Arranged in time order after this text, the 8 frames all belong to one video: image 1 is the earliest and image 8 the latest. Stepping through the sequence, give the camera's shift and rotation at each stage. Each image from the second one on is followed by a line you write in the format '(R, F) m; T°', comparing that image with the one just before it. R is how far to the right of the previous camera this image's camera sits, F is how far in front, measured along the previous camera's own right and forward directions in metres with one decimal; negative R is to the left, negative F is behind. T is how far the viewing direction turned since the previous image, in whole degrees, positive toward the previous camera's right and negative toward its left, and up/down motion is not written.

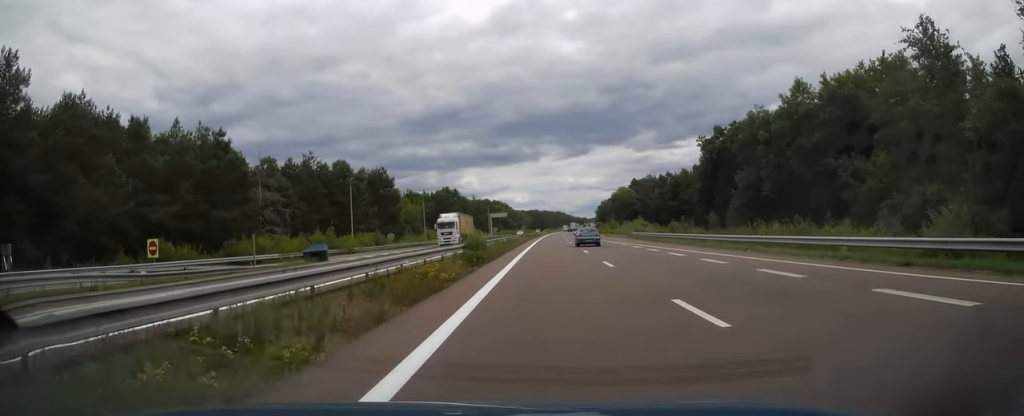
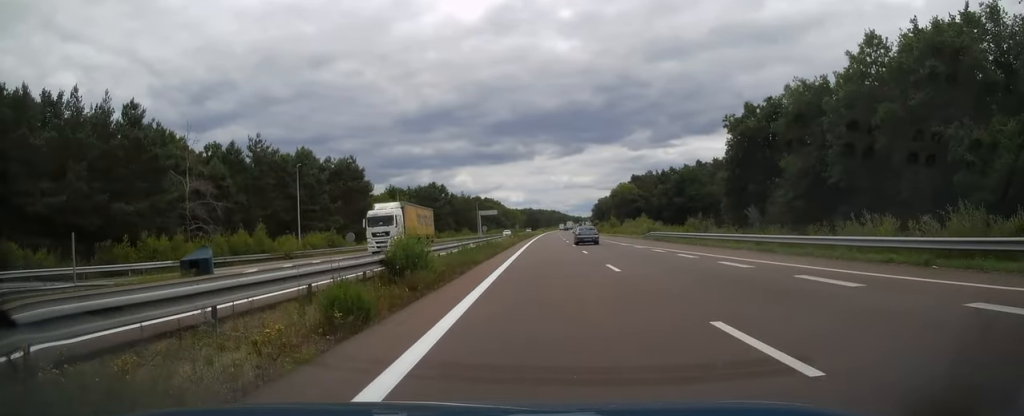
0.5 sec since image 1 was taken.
(-0.3, +15.8) m; 0°
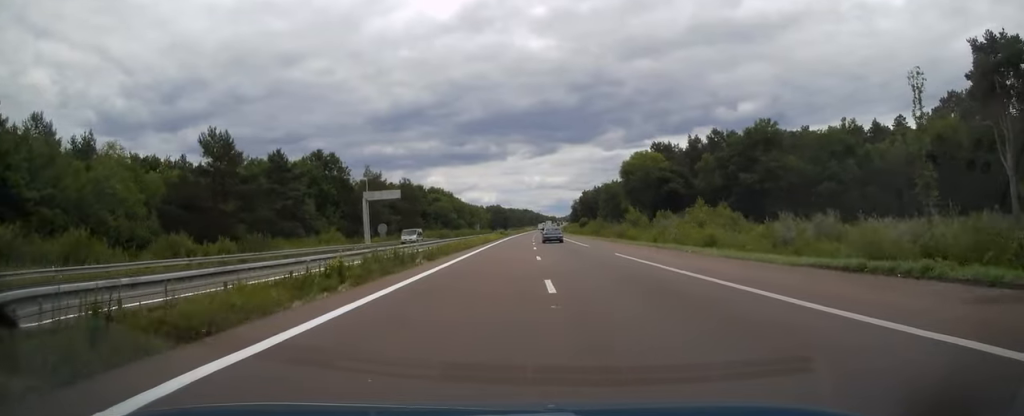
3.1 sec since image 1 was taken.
(+2.4, +84.7) m; +3°
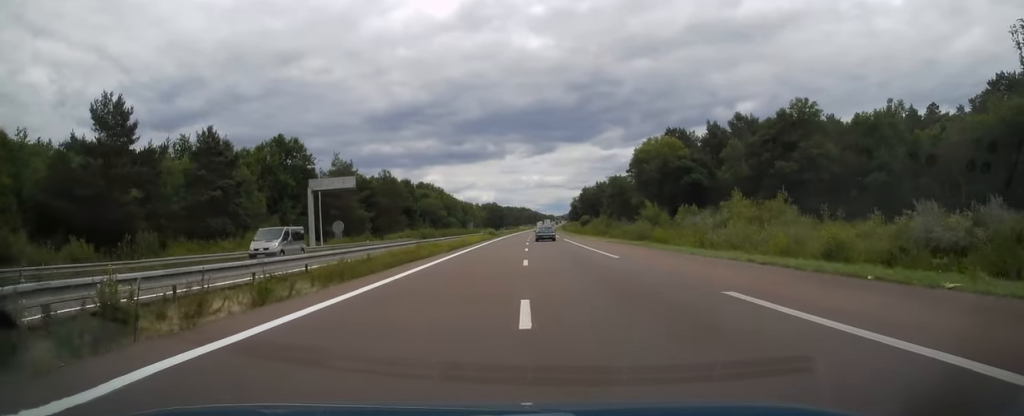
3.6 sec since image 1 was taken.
(0.0, +17.6) m; +1°
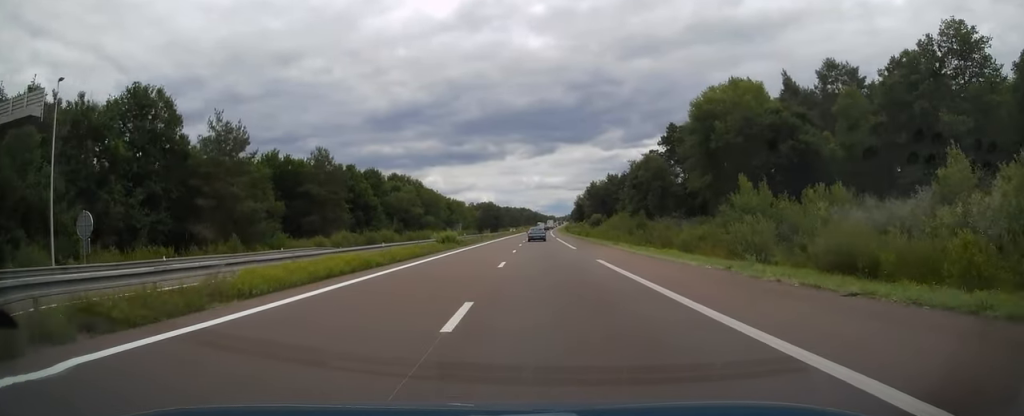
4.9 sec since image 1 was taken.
(+0.2, +39.7) m; 0°
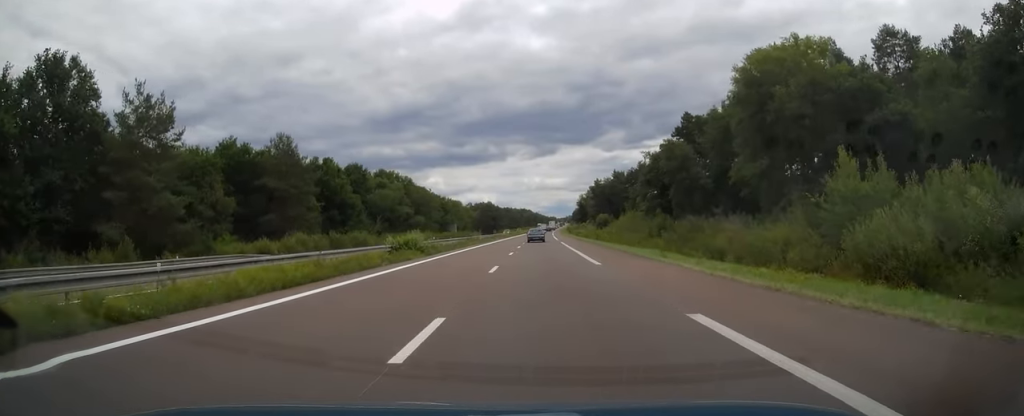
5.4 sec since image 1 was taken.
(-0.1, +15.0) m; 0°
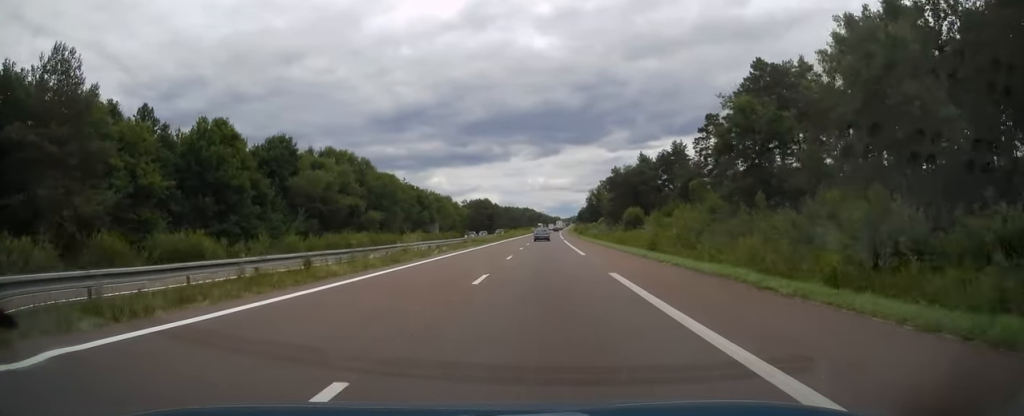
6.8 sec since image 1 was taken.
(+0.1, +43.4) m; 0°
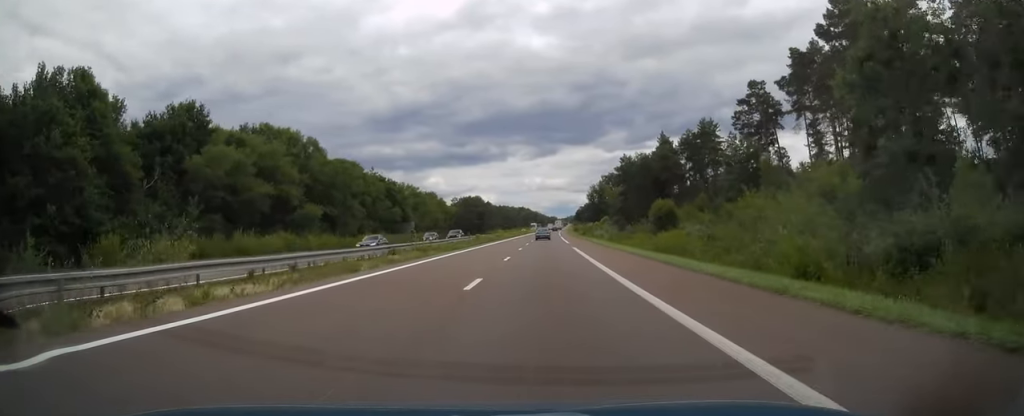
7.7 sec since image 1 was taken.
(0.0, +27.7) m; 0°
